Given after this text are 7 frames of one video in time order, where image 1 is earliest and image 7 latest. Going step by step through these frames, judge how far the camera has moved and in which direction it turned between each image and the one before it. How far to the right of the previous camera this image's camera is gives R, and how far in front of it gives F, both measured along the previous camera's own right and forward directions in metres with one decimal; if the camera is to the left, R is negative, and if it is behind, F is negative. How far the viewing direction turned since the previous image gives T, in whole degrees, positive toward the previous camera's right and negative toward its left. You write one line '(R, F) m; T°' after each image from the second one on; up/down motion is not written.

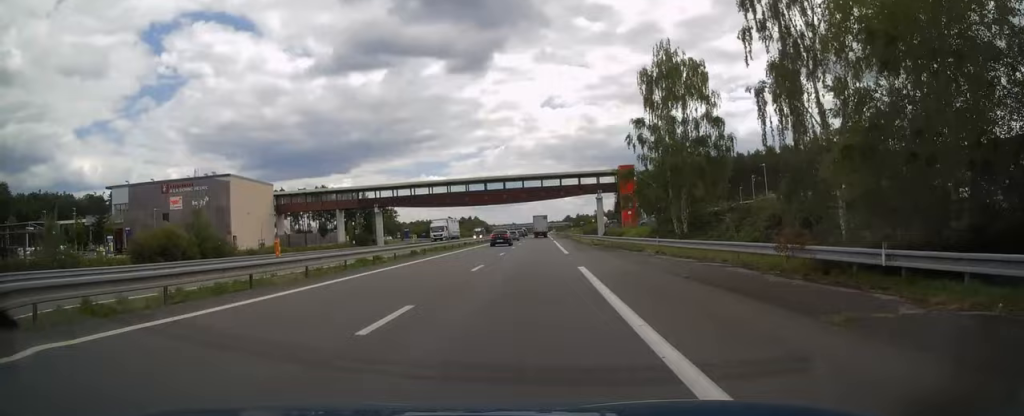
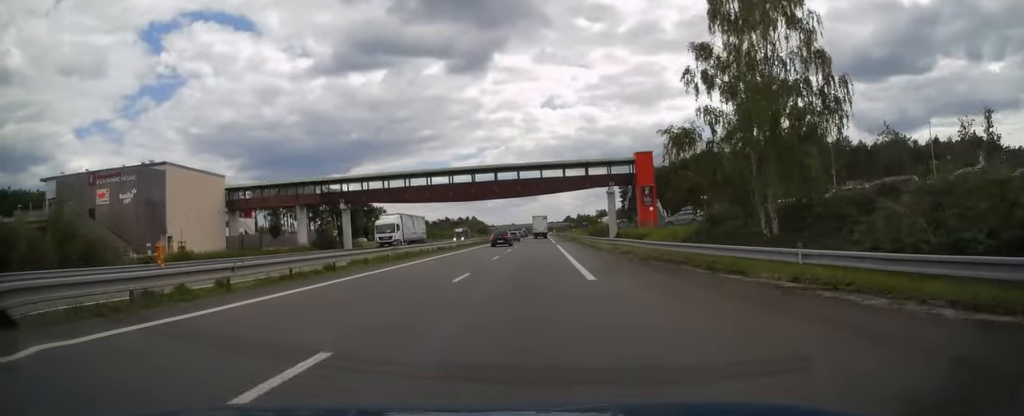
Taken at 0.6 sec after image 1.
(0.0, +17.2) m; 0°
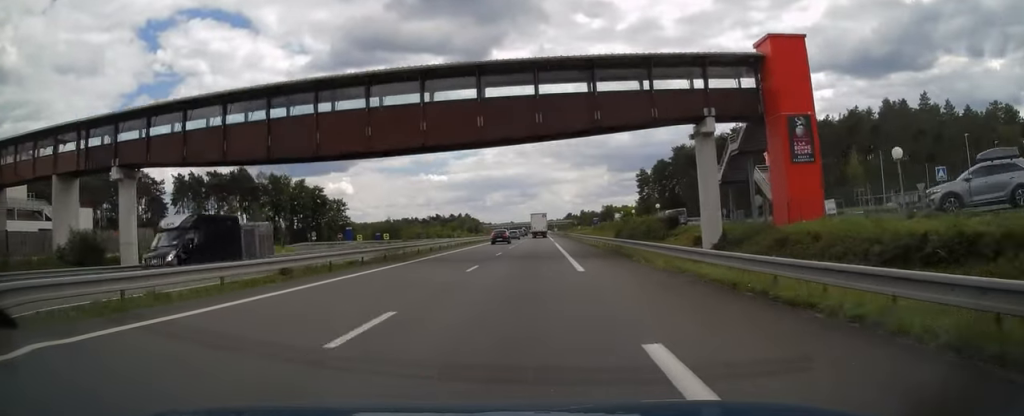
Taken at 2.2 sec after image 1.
(0.0, +48.3) m; 0°
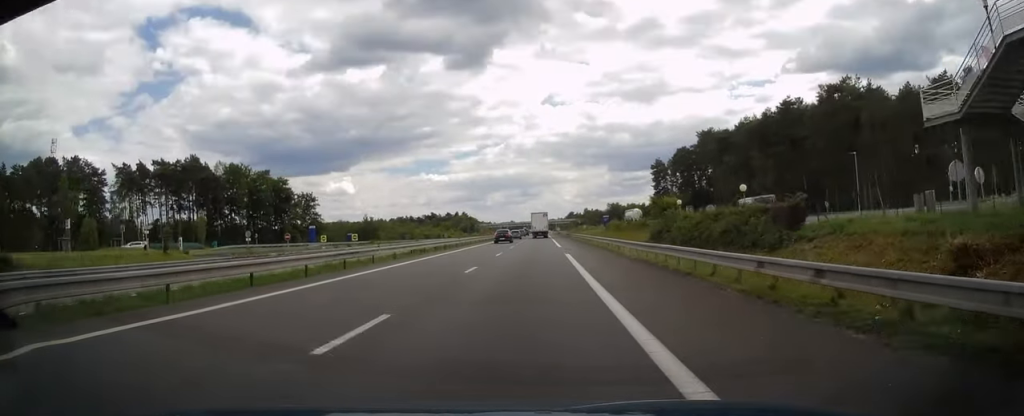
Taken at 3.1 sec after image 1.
(0.0, +26.5) m; 0°
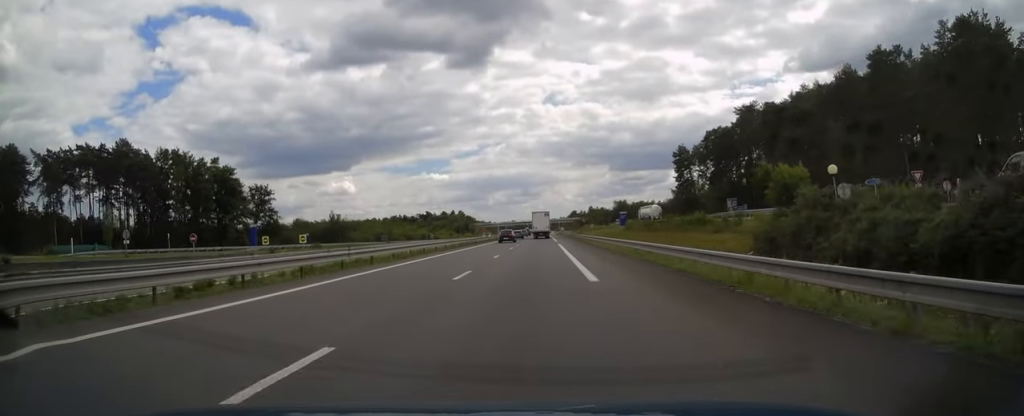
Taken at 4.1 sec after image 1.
(0.0, +28.6) m; 0°
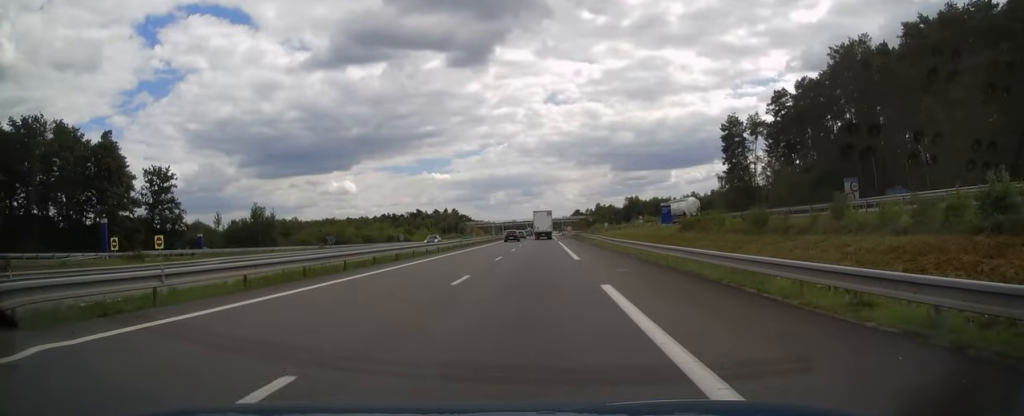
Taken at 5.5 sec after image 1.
(-0.2, +40.4) m; 0°
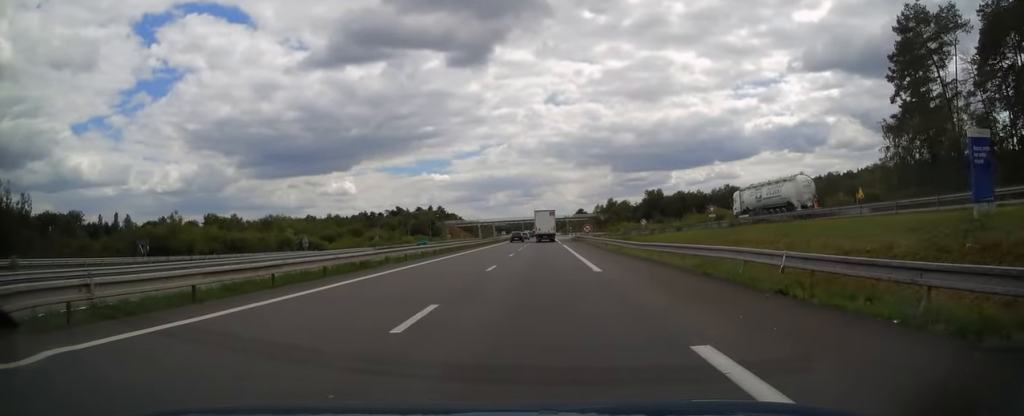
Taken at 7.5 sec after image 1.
(+0.1, +58.7) m; 0°
